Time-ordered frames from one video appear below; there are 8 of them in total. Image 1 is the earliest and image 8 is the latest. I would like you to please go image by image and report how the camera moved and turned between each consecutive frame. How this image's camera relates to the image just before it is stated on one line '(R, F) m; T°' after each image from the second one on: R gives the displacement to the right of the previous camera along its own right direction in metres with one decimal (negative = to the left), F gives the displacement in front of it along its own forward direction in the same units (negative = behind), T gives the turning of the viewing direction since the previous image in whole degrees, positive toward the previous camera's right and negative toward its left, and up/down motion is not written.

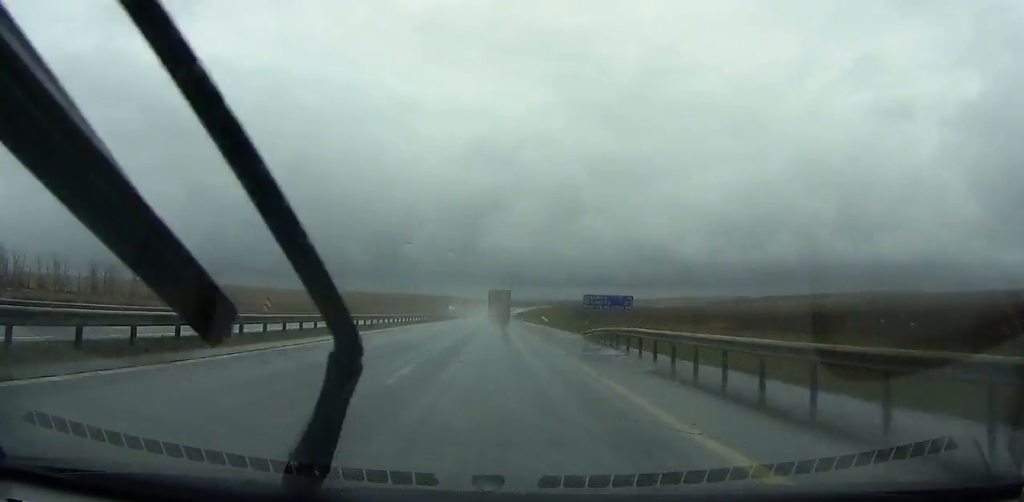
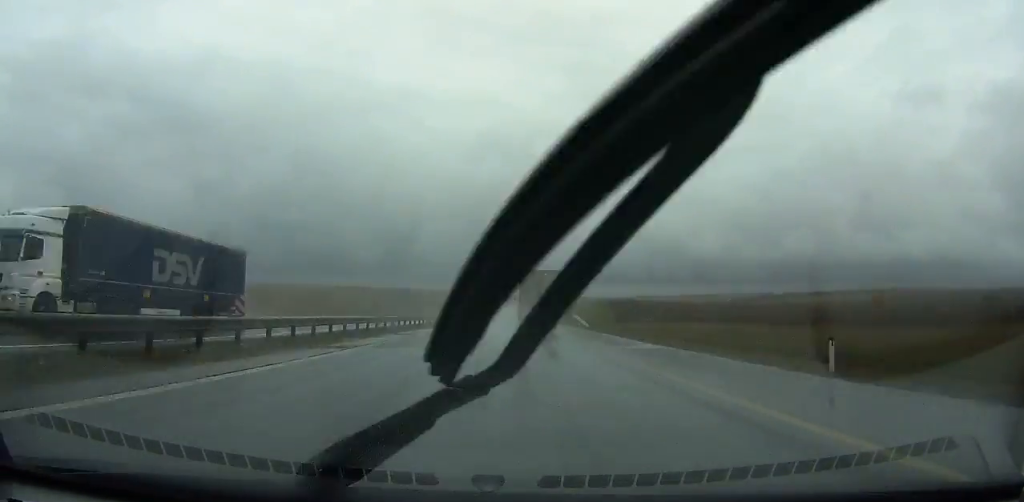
(-0.4, +120.3) m; 0°
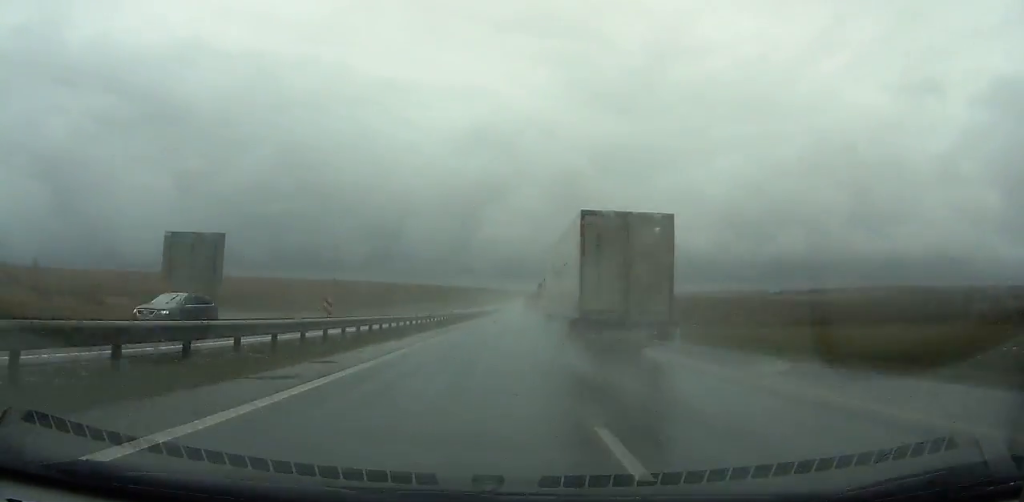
(0.0, +77.4) m; +1°
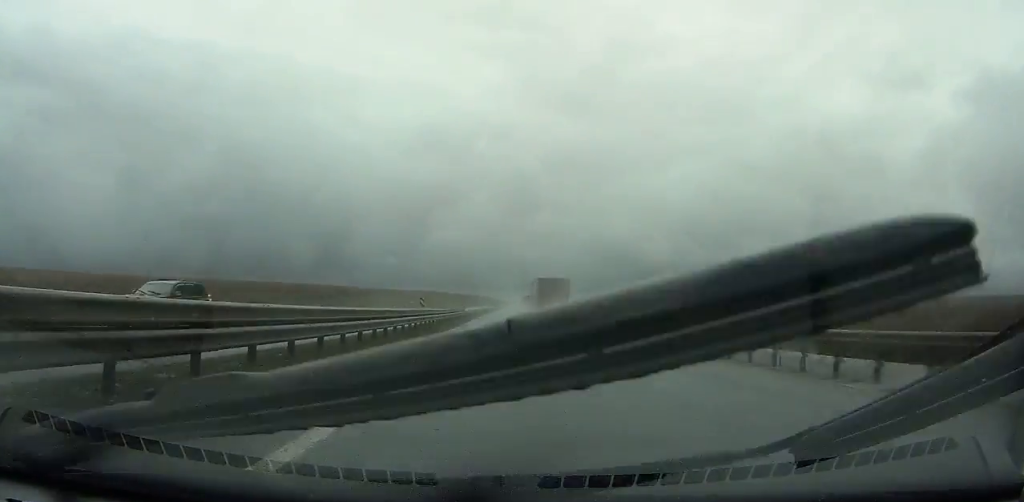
(+5.5, +182.0) m; +4°
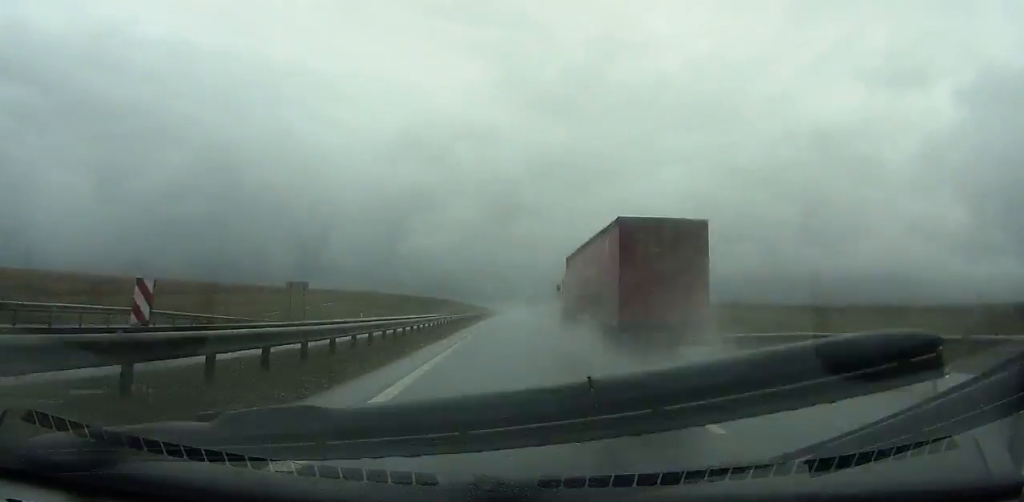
(+1.9, +98.7) m; +2°
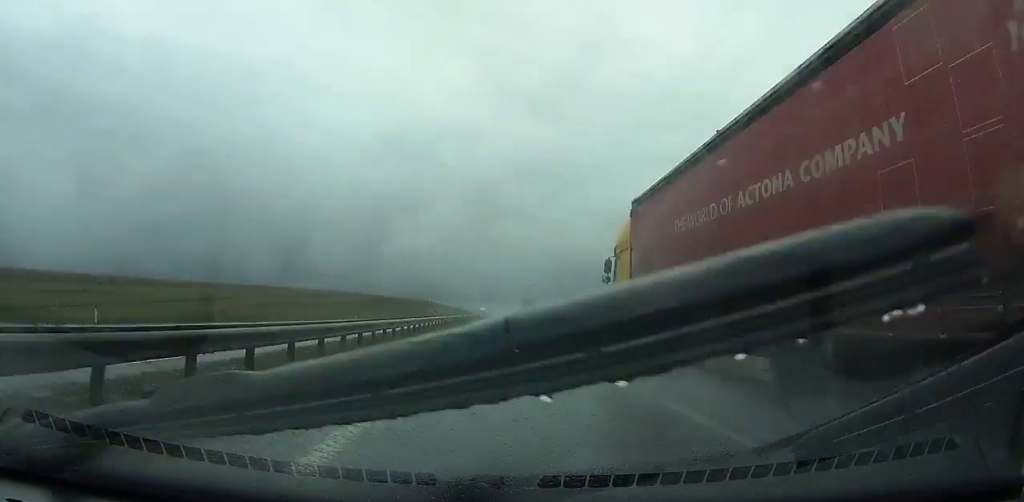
(+0.2, +48.0) m; +1°
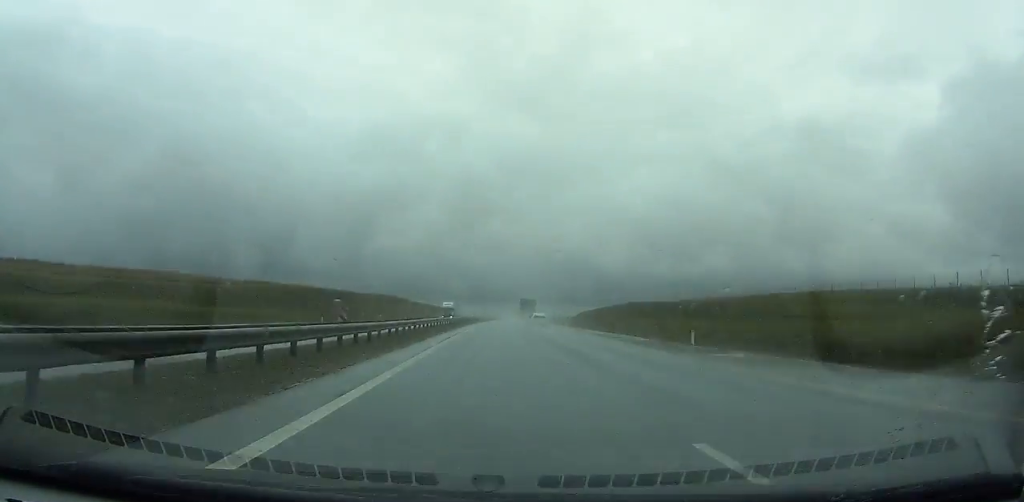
(+0.8, +62.0) m; +1°
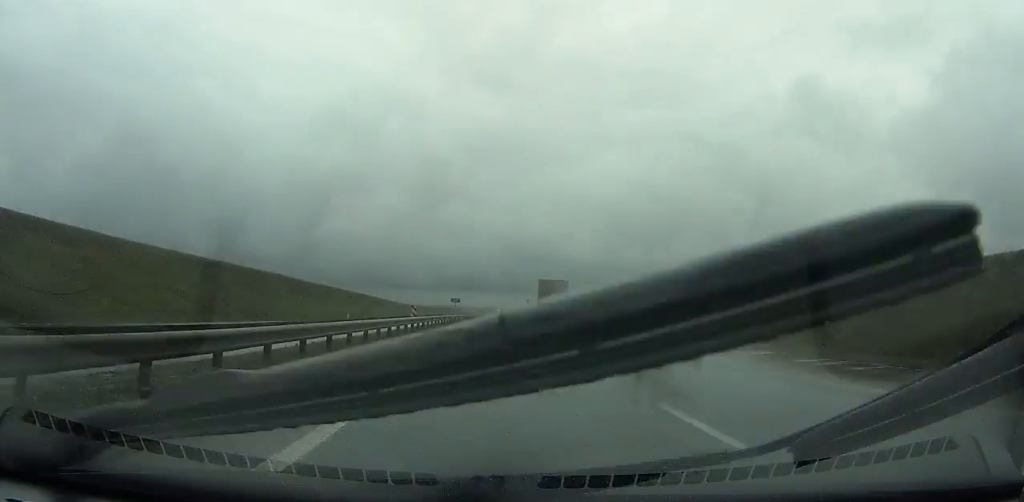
(+5.0, +185.4) m; +3°
